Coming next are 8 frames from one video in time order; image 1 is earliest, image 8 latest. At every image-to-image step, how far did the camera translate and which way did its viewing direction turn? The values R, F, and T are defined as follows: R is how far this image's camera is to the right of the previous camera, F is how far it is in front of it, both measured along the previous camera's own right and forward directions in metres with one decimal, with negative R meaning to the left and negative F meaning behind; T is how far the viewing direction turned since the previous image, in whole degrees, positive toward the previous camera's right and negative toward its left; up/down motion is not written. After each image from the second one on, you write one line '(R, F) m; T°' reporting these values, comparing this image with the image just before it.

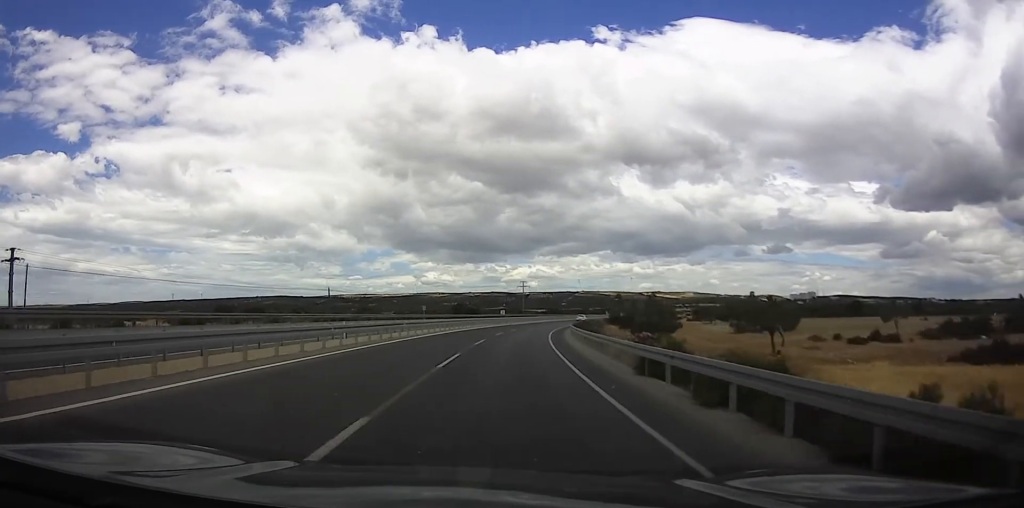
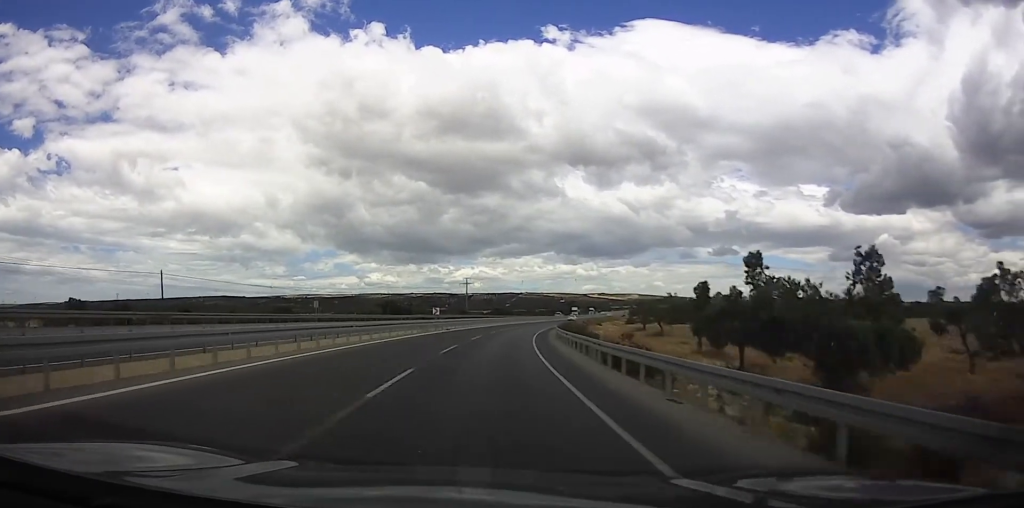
(+0.1, +29.2) m; +3°
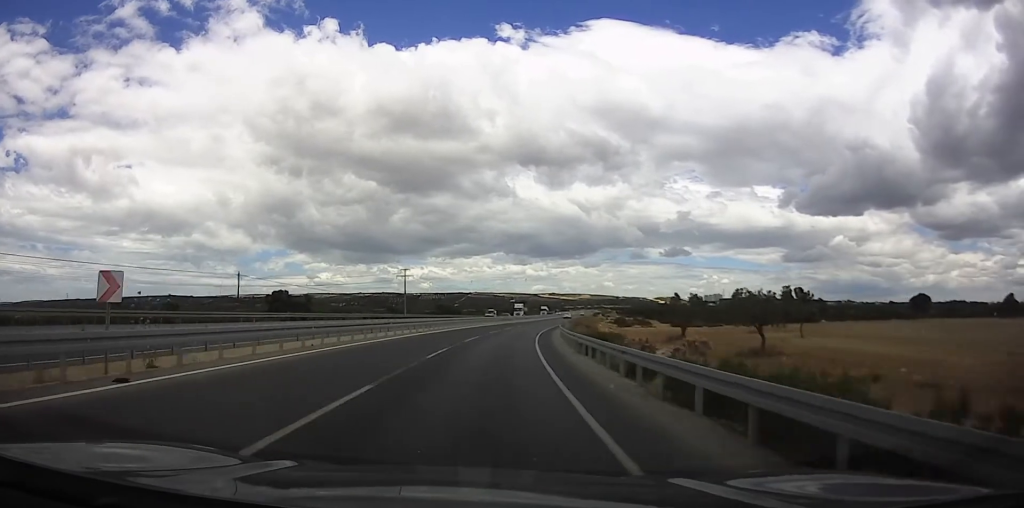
(+2.4, +39.0) m; +6°
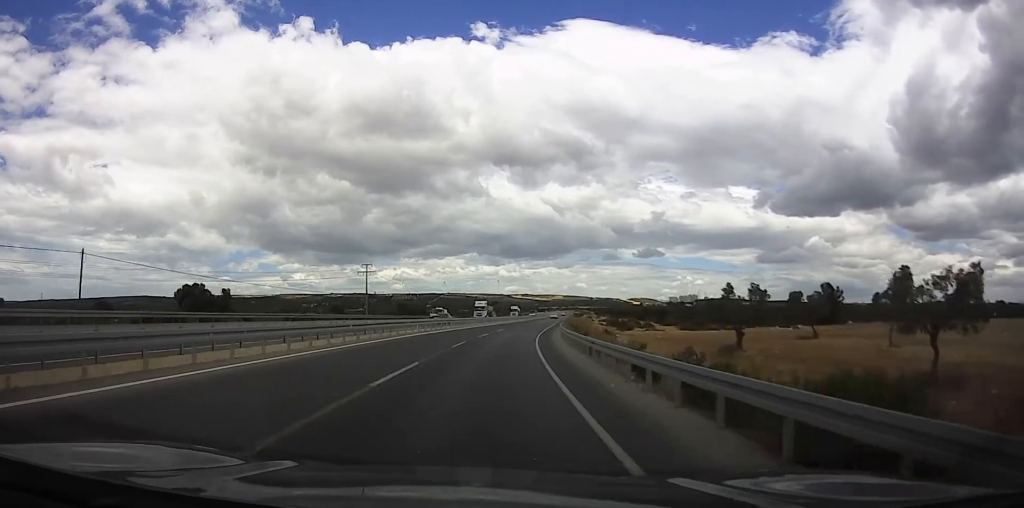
(-0.1, +18.2) m; +4°
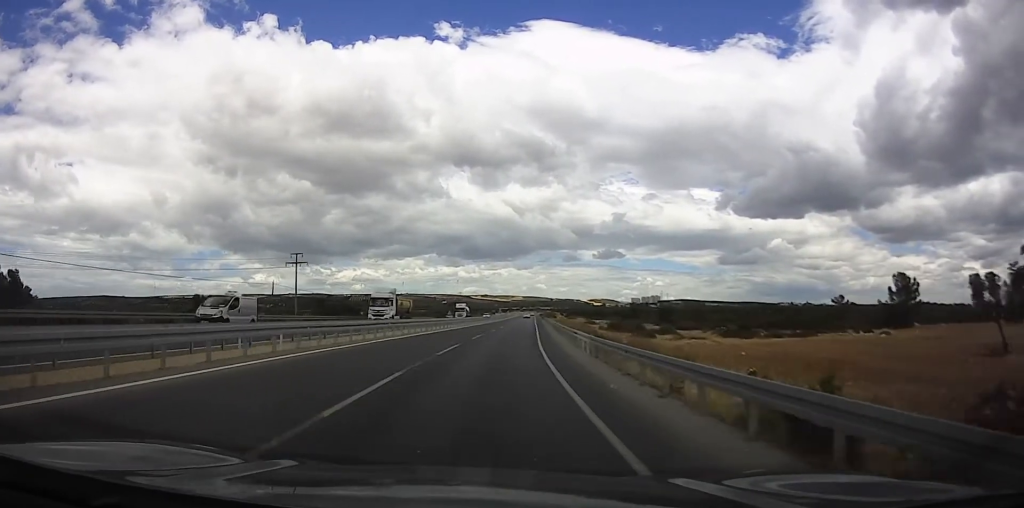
(+2.1, +27.9) m; +4°
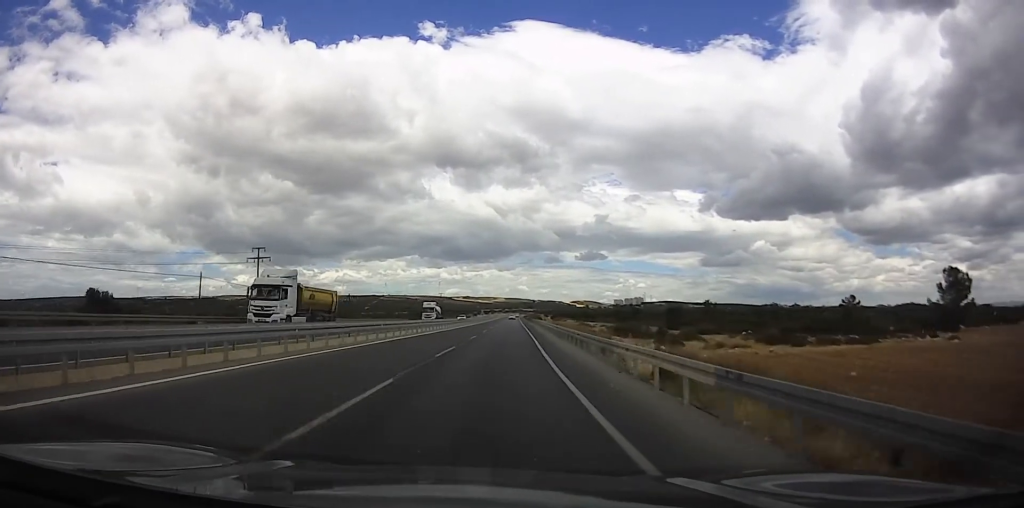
(0.0, +12.5) m; 0°
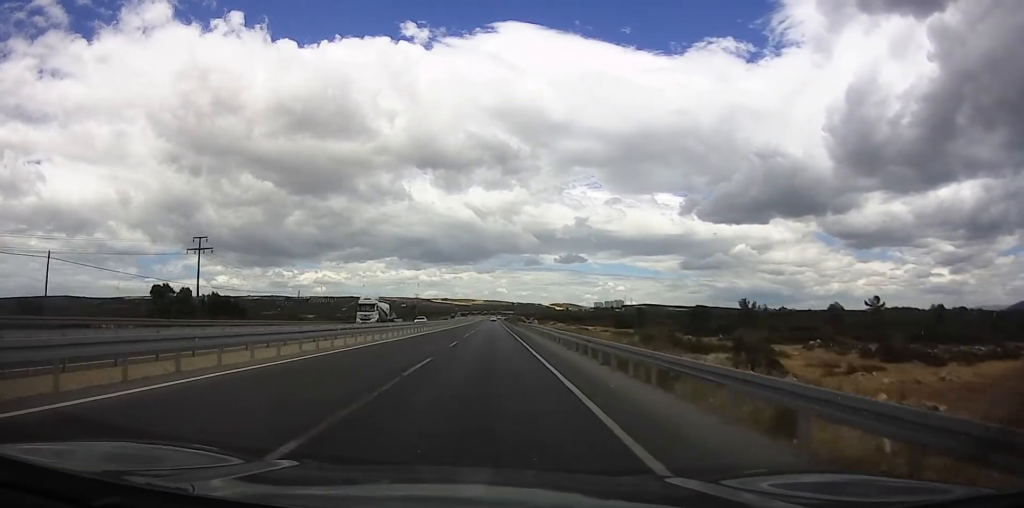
(+0.1, +17.4) m; +4°
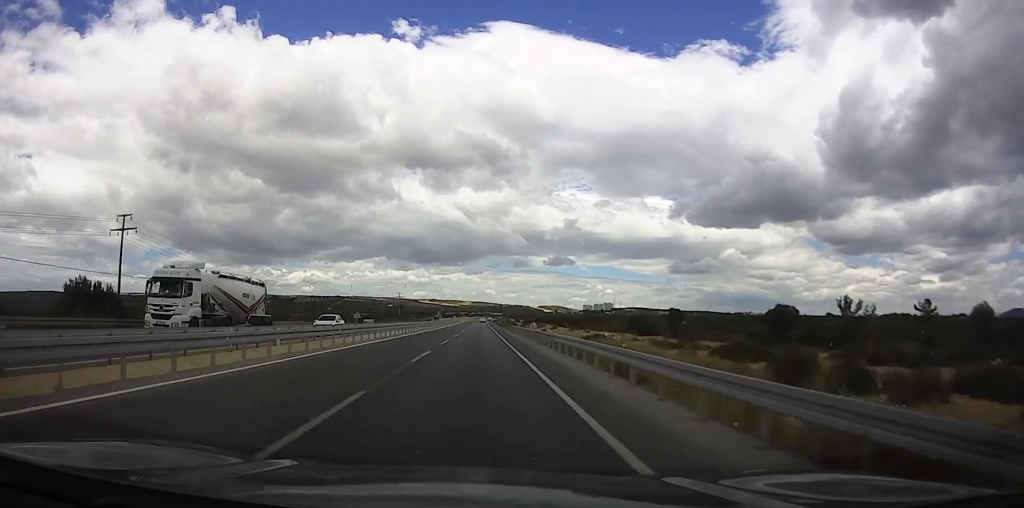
(+1.1, +20.8) m; +3°
